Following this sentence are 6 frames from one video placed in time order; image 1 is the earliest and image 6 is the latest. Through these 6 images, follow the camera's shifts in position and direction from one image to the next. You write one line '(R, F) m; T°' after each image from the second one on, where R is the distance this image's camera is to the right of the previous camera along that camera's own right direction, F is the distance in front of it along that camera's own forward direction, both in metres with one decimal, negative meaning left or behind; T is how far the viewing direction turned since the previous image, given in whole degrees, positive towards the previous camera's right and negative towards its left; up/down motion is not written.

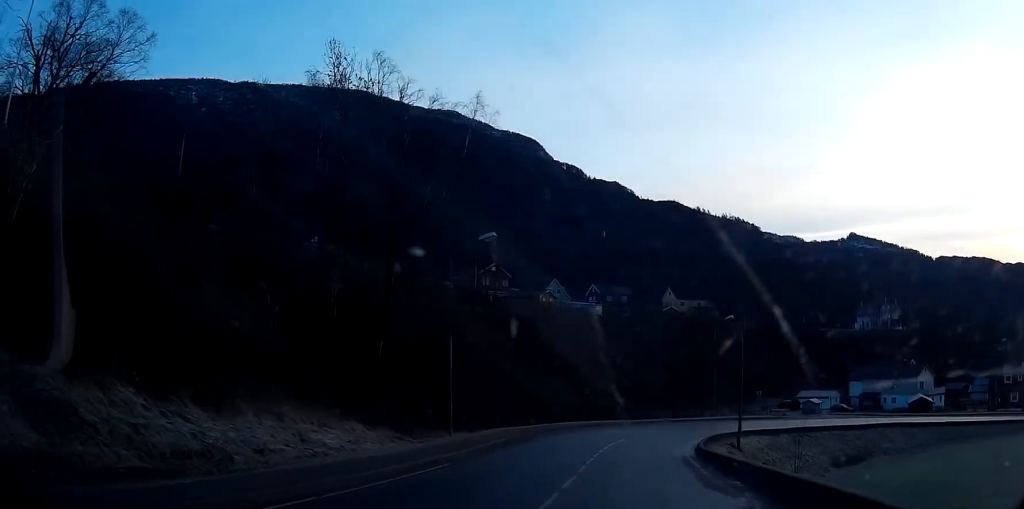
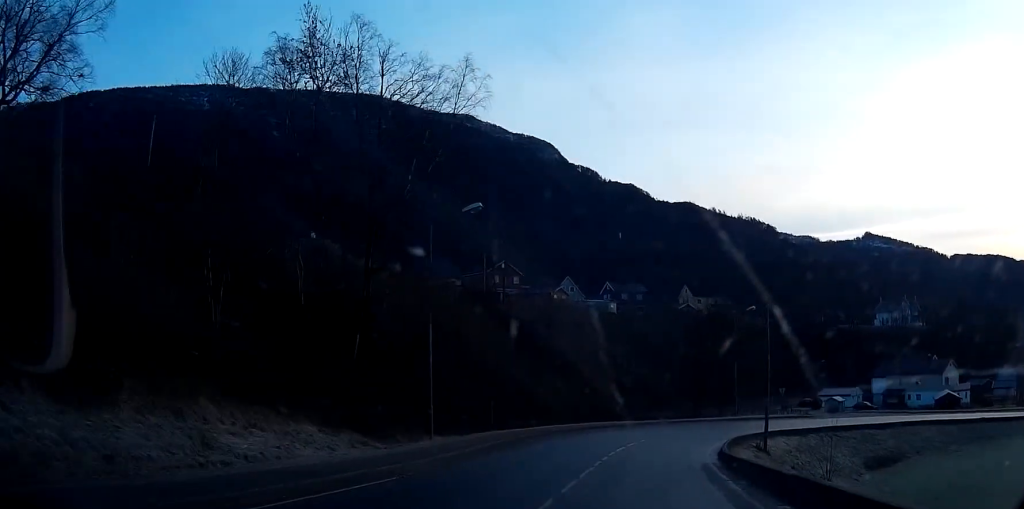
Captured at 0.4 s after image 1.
(-0.1, +5.2) m; -1°
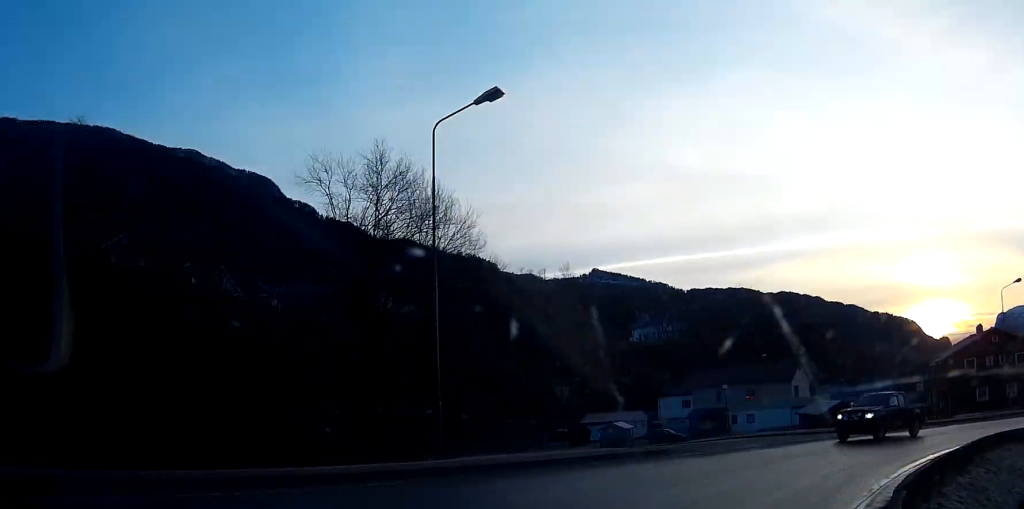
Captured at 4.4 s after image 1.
(+4.0, +46.3) m; +22°
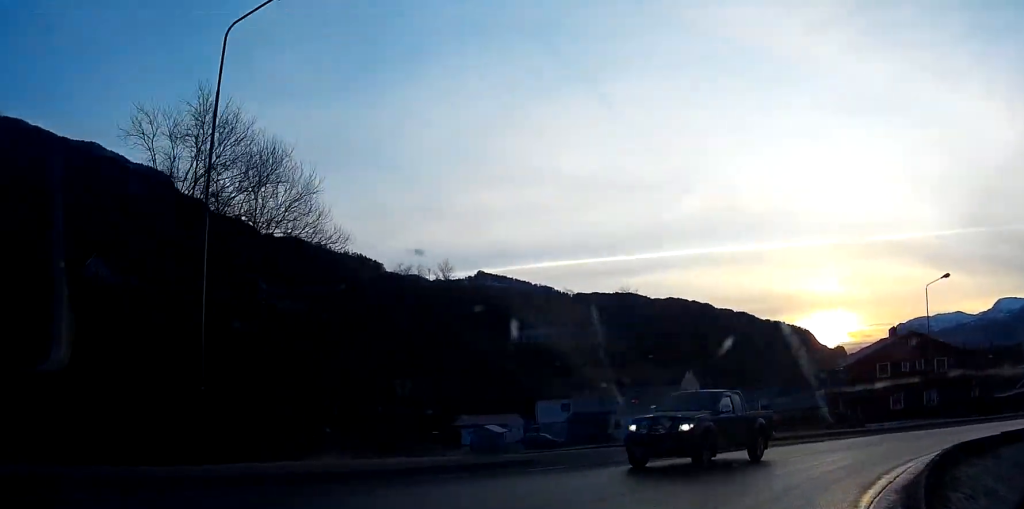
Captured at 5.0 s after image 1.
(+0.4, +5.6) m; +7°
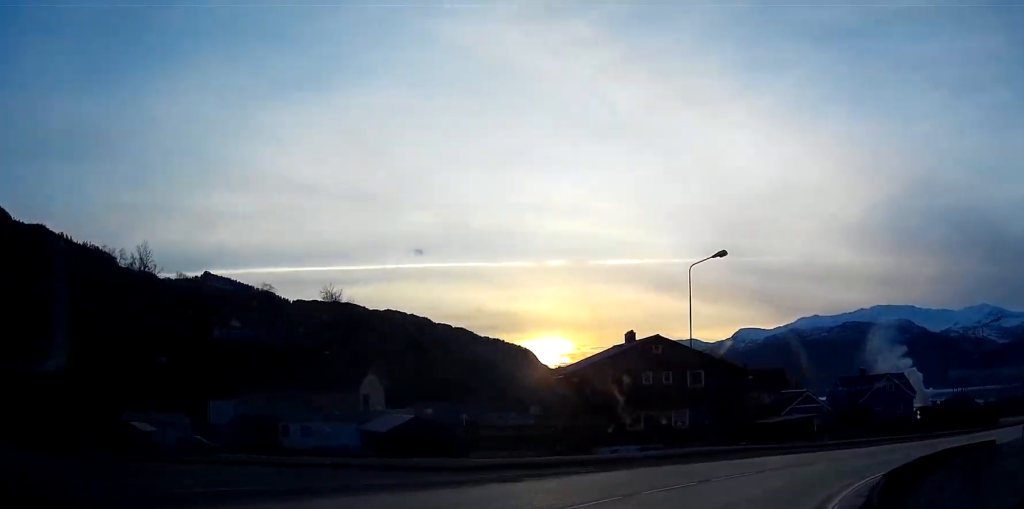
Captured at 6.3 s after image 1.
(+2.0, +13.6) m; +19°
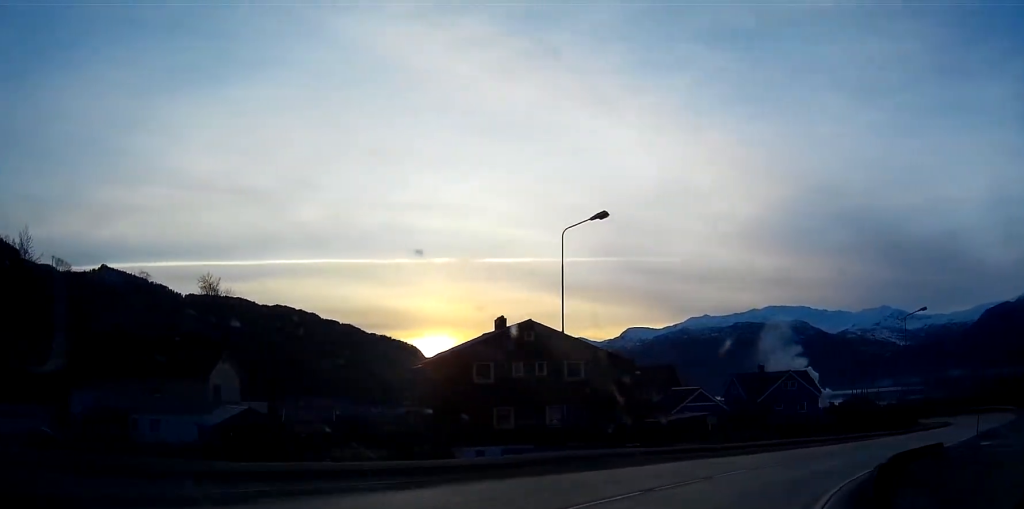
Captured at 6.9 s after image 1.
(+0.7, +6.5) m; +9°
